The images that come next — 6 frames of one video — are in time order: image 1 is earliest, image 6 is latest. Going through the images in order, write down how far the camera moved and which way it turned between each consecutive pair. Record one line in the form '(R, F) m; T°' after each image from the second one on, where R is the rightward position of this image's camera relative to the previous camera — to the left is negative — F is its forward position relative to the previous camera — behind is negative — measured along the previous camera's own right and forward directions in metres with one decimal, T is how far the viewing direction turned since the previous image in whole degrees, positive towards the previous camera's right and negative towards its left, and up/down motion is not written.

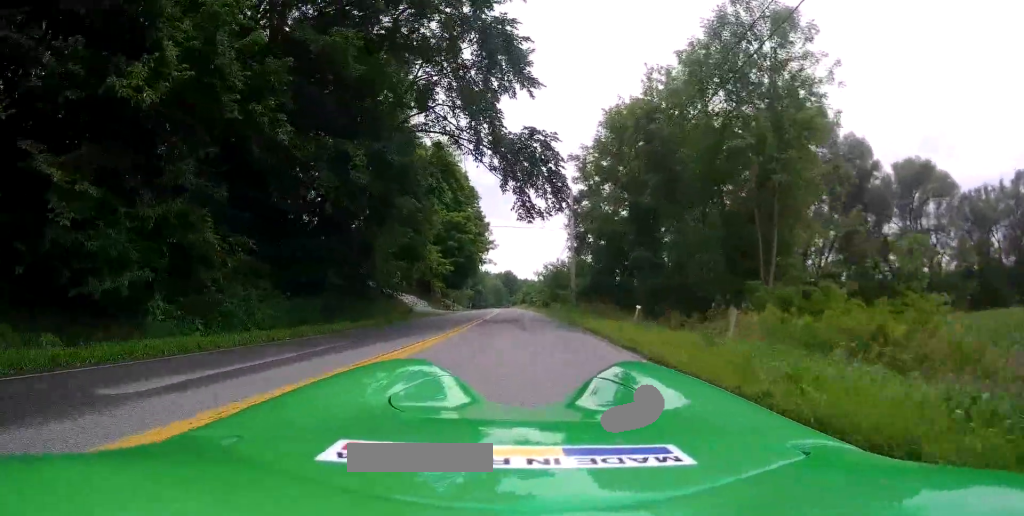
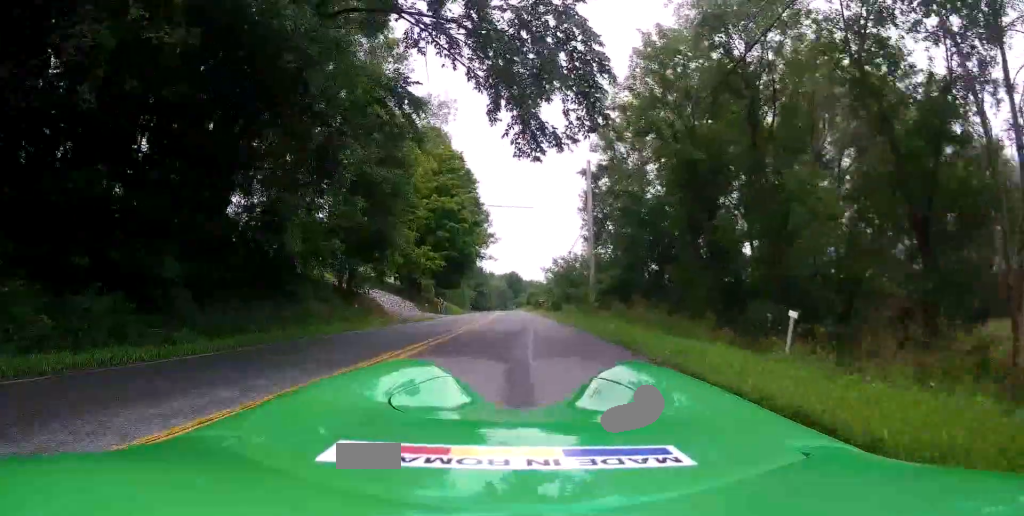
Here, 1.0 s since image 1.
(0.0, +9.7) m; 0°
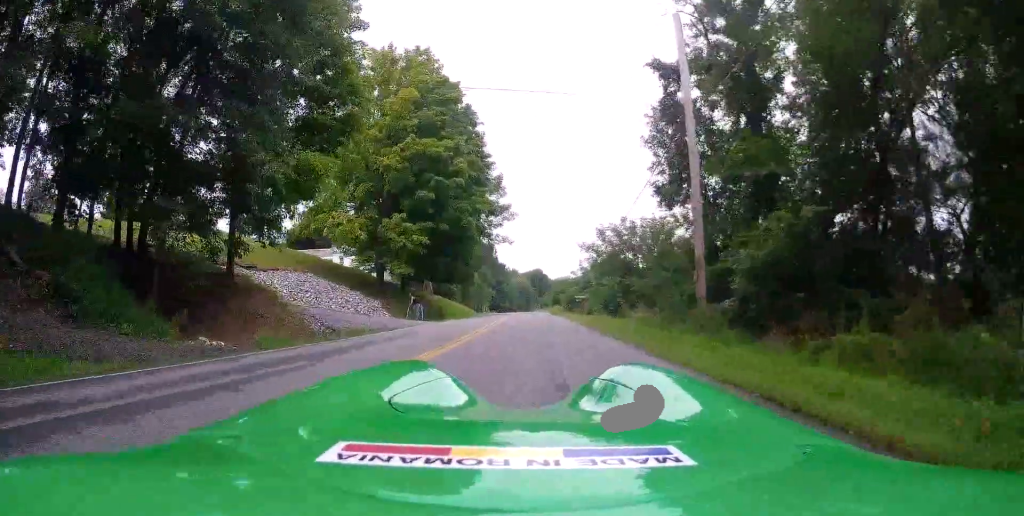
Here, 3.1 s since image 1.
(0.0, +22.2) m; 0°
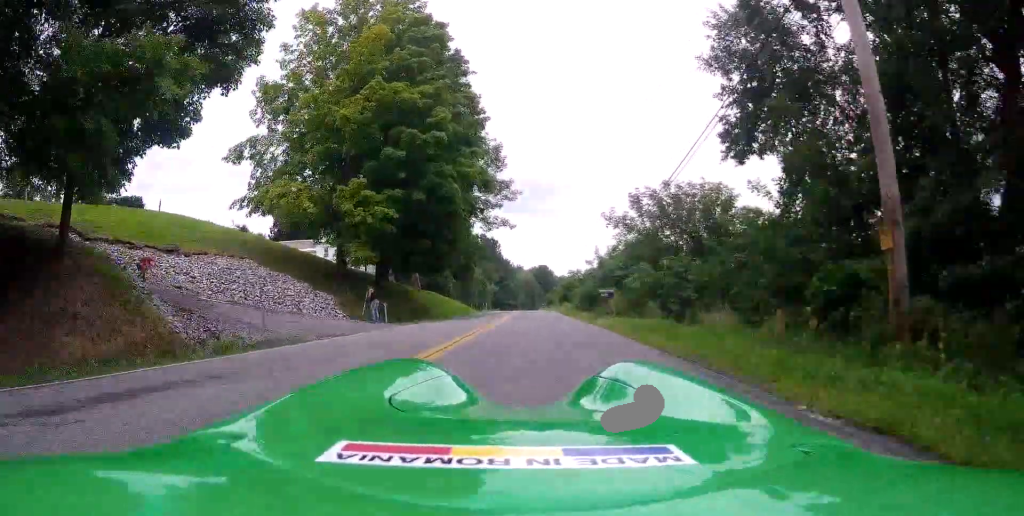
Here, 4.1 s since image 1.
(0.0, +10.6) m; 0°
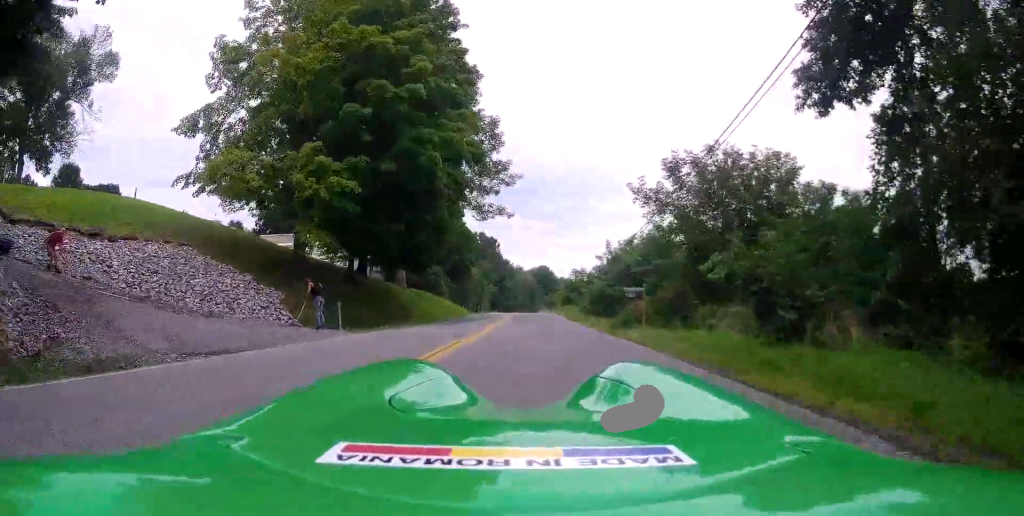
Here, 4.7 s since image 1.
(0.0, +6.1) m; 0°
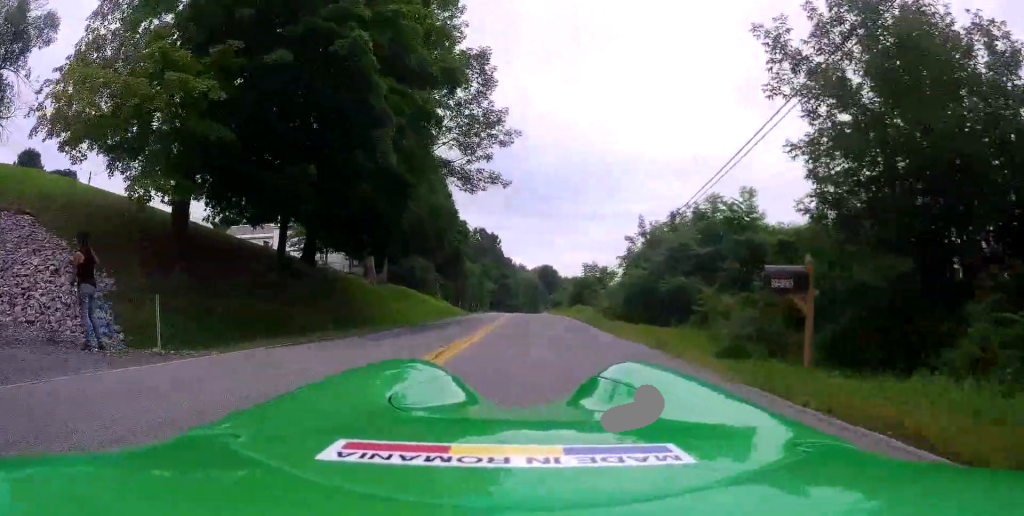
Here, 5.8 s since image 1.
(0.0, +11.1) m; 0°
